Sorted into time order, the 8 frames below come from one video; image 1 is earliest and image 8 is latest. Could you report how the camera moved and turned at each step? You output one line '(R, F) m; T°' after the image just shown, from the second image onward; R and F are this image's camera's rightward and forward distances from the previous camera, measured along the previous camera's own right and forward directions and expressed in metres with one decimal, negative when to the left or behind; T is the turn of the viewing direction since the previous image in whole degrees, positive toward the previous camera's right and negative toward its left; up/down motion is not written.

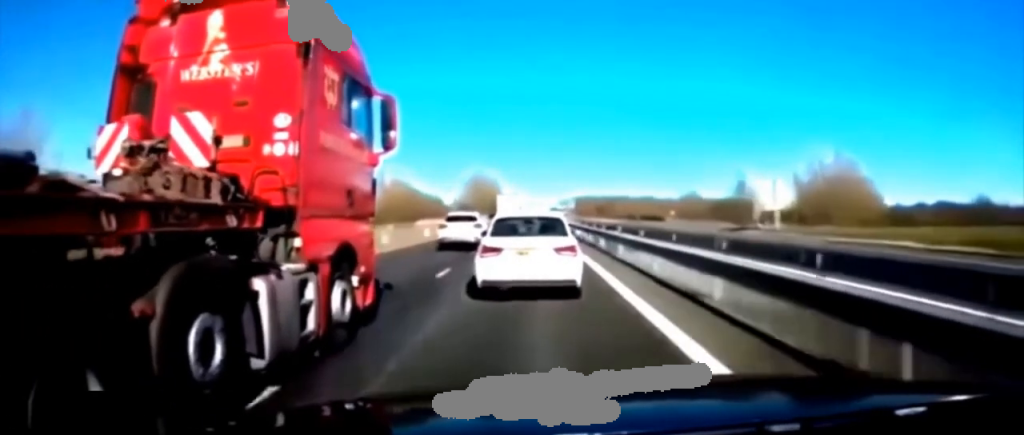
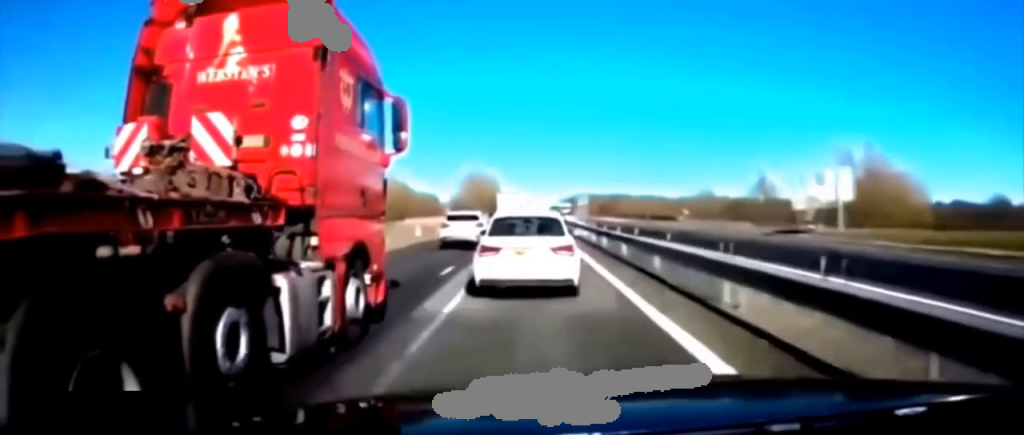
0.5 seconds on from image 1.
(0.0, +9.7) m; 0°
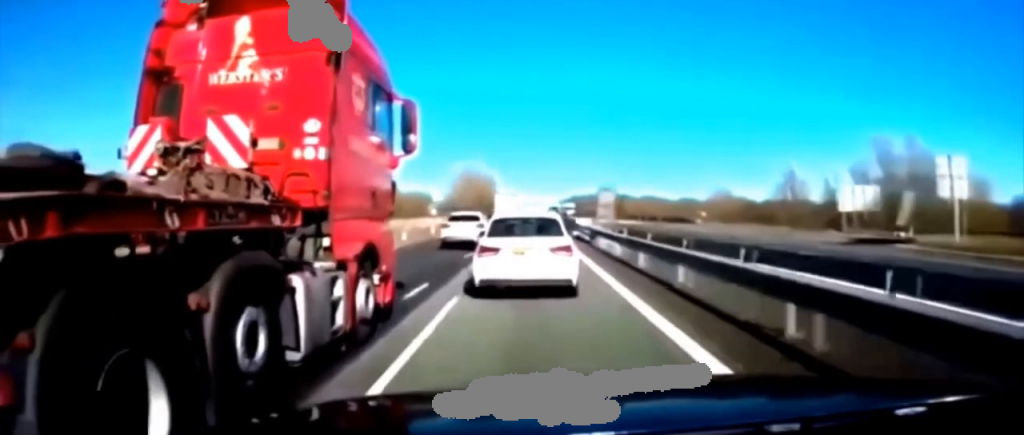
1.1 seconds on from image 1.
(-0.1, +13.0) m; 0°
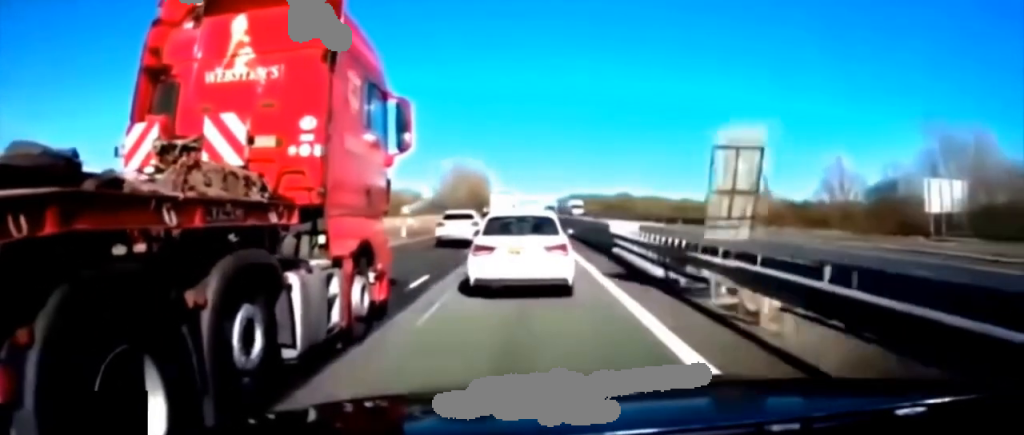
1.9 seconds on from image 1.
(+0.1, +16.3) m; 0°
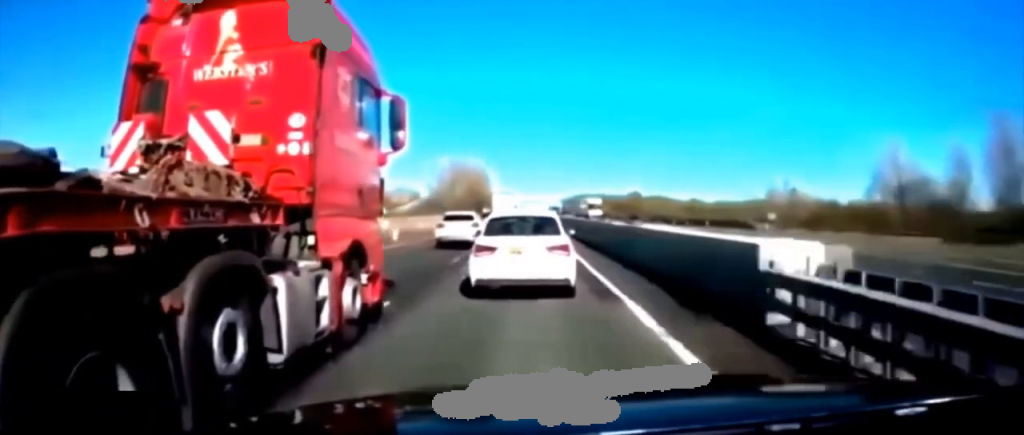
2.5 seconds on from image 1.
(+0.1, +11.4) m; 0°
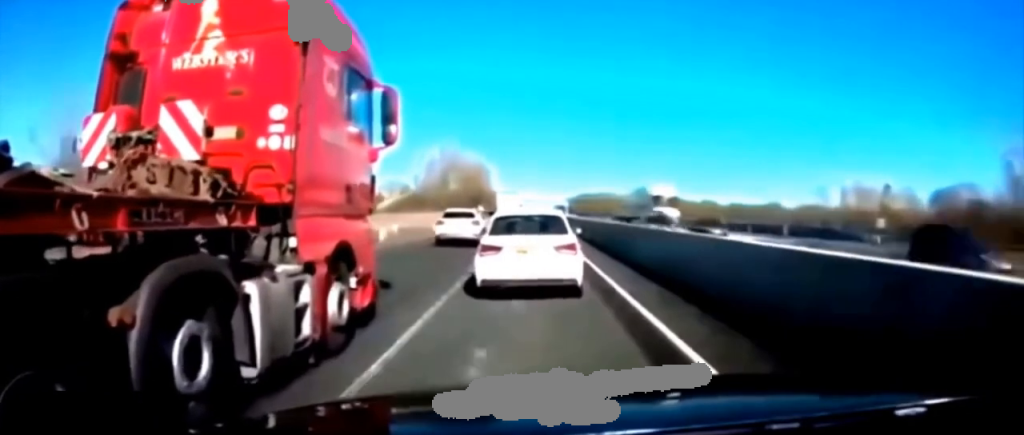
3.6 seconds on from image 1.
(-0.3, +23.1) m; -1°
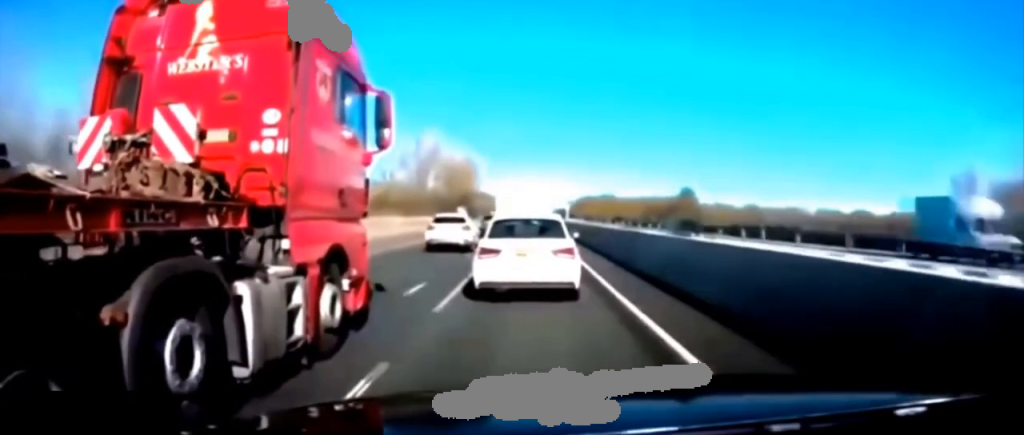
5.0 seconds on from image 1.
(+0.2, +27.9) m; 0°
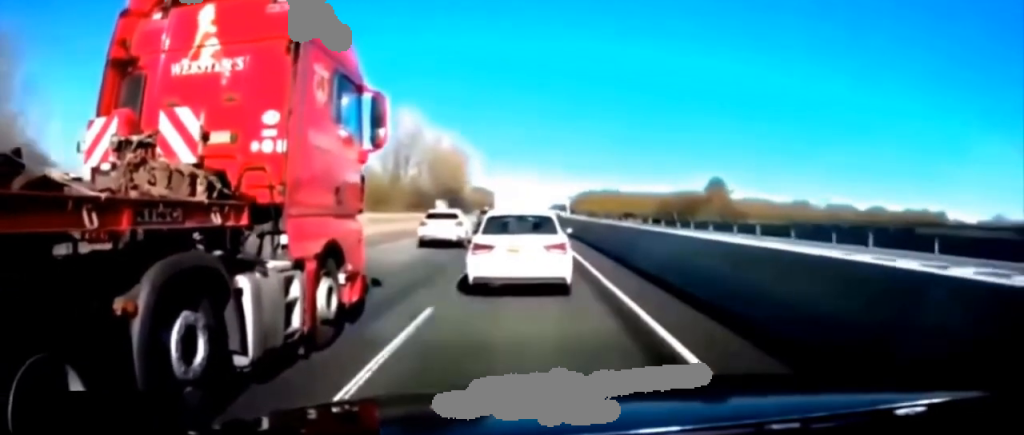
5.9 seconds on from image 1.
(0.0, +18.6) m; 0°
